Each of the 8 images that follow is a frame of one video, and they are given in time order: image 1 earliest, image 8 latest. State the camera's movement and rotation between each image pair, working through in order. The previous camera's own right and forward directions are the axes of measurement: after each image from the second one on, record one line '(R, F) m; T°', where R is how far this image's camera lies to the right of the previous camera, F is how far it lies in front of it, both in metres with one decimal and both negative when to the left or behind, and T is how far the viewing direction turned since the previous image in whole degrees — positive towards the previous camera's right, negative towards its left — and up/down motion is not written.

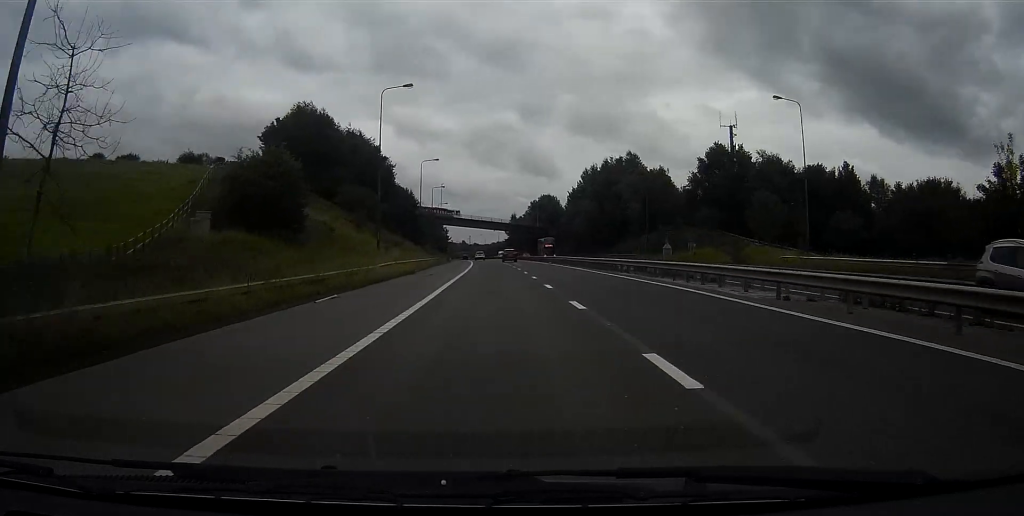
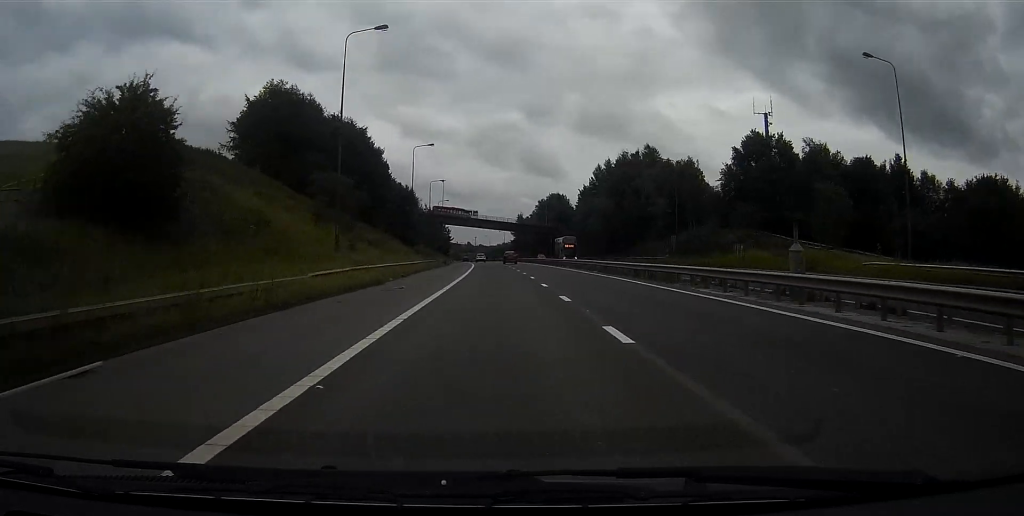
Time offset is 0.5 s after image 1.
(-0.1, +14.3) m; 0°
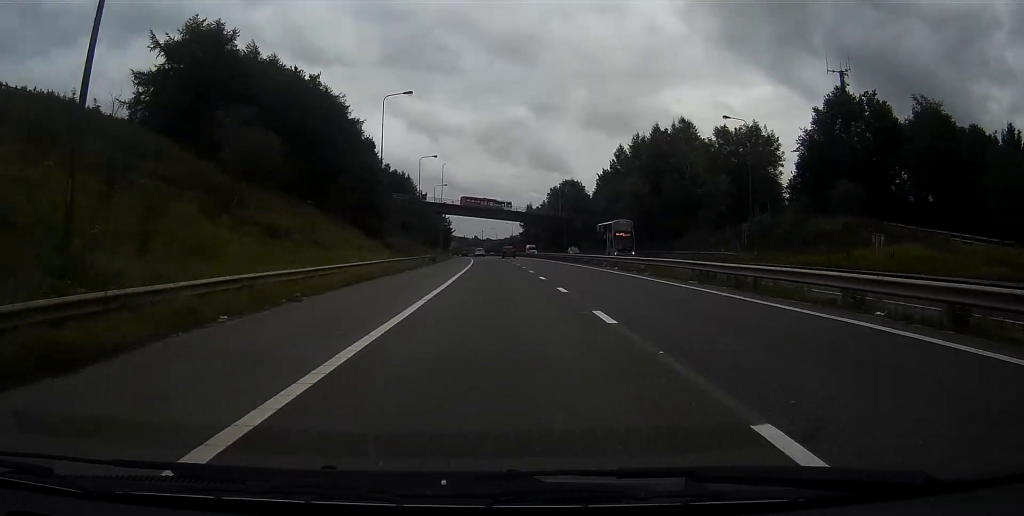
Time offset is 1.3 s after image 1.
(0.0, +24.7) m; 0°
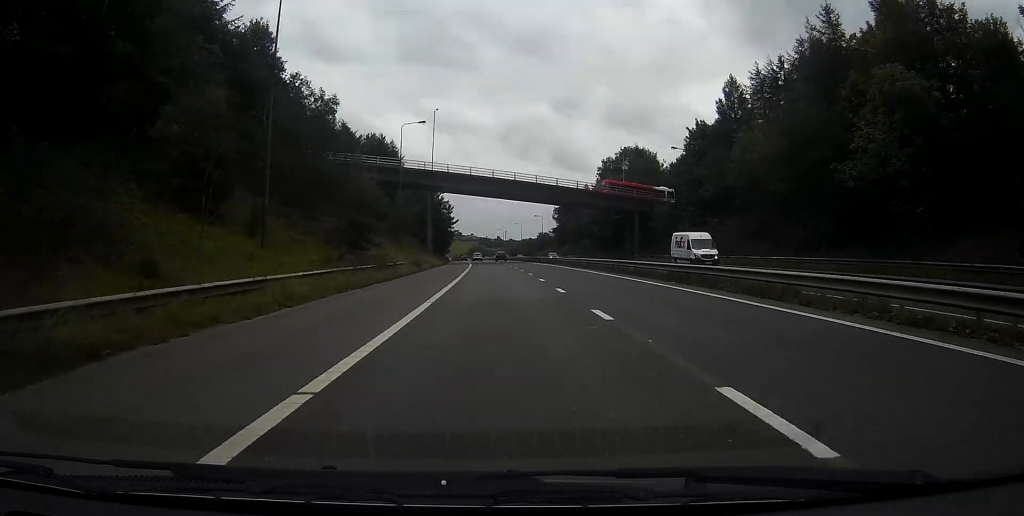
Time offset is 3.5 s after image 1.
(-1.2, +70.3) m; -2°
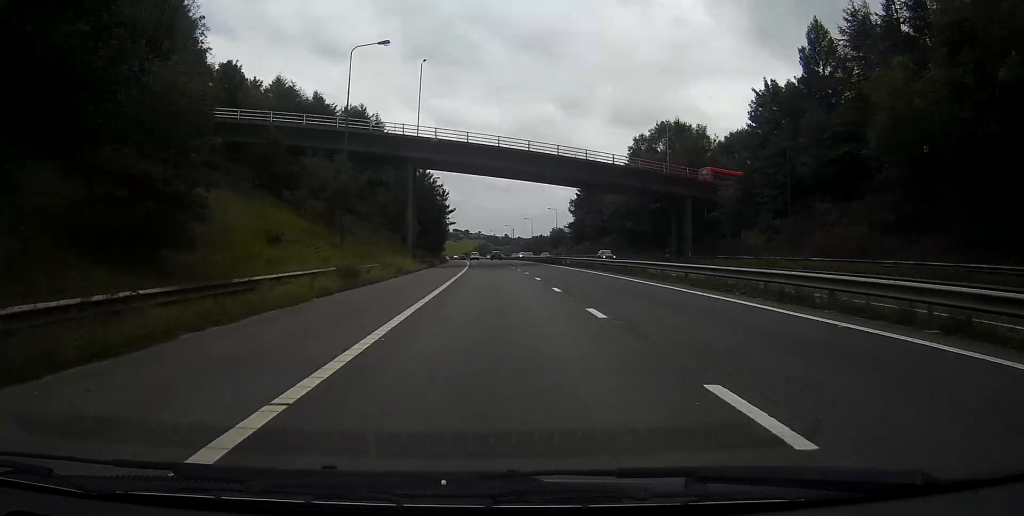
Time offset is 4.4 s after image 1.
(-0.1, +27.2) m; -1°
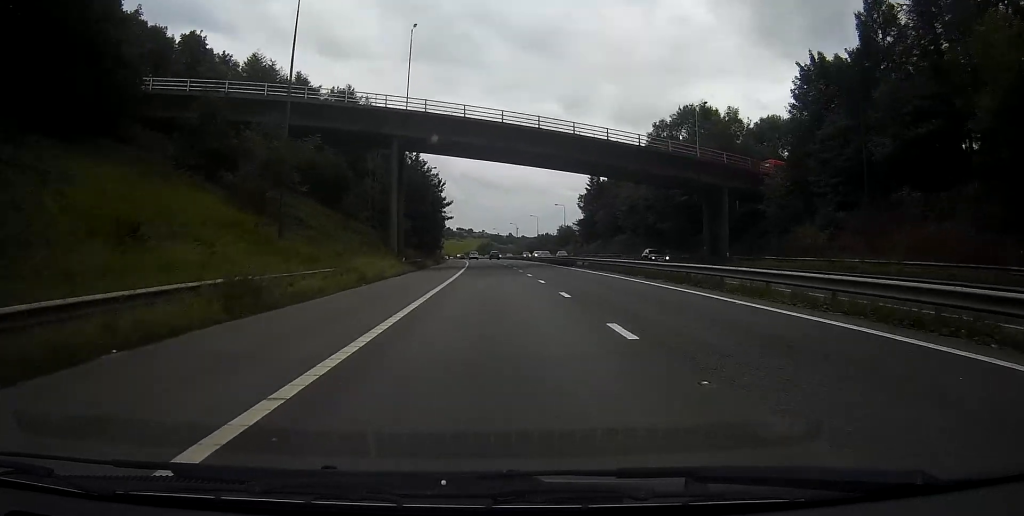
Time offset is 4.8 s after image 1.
(0.0, +12.4) m; 0°
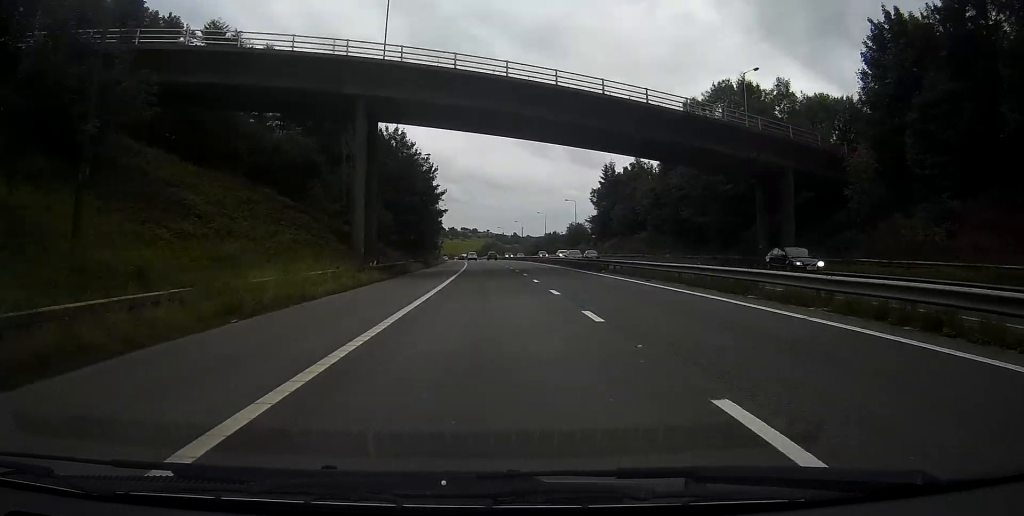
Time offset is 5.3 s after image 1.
(-0.1, +15.3) m; 0°
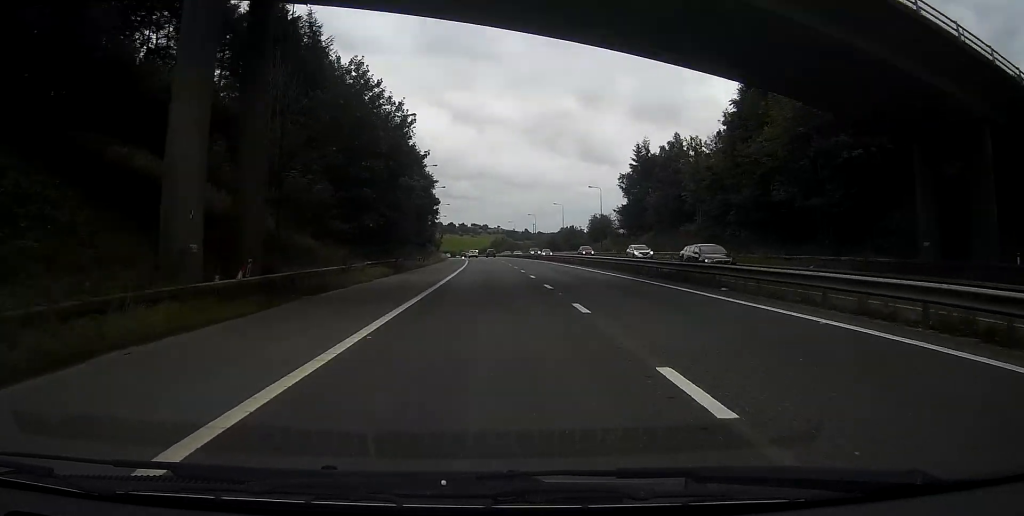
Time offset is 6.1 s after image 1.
(-0.1, +24.1) m; -1°
